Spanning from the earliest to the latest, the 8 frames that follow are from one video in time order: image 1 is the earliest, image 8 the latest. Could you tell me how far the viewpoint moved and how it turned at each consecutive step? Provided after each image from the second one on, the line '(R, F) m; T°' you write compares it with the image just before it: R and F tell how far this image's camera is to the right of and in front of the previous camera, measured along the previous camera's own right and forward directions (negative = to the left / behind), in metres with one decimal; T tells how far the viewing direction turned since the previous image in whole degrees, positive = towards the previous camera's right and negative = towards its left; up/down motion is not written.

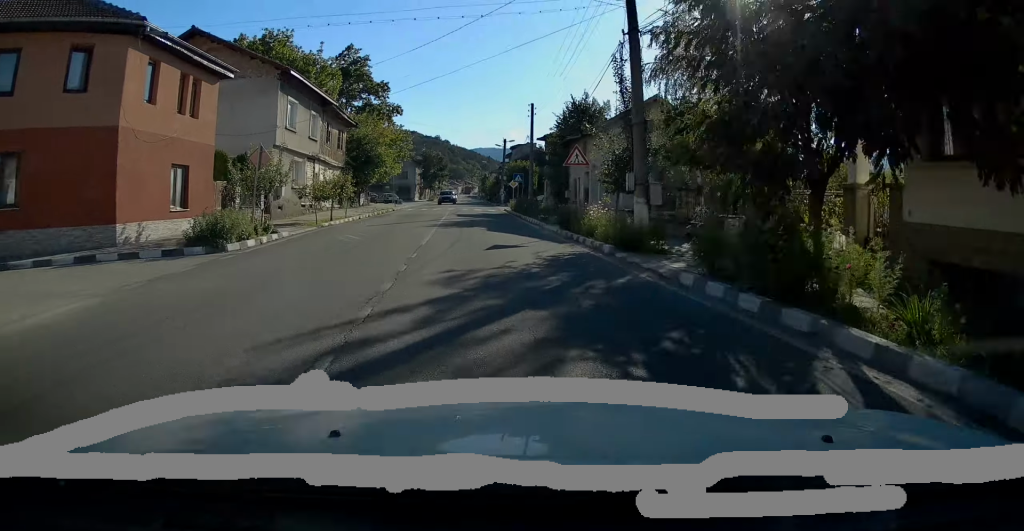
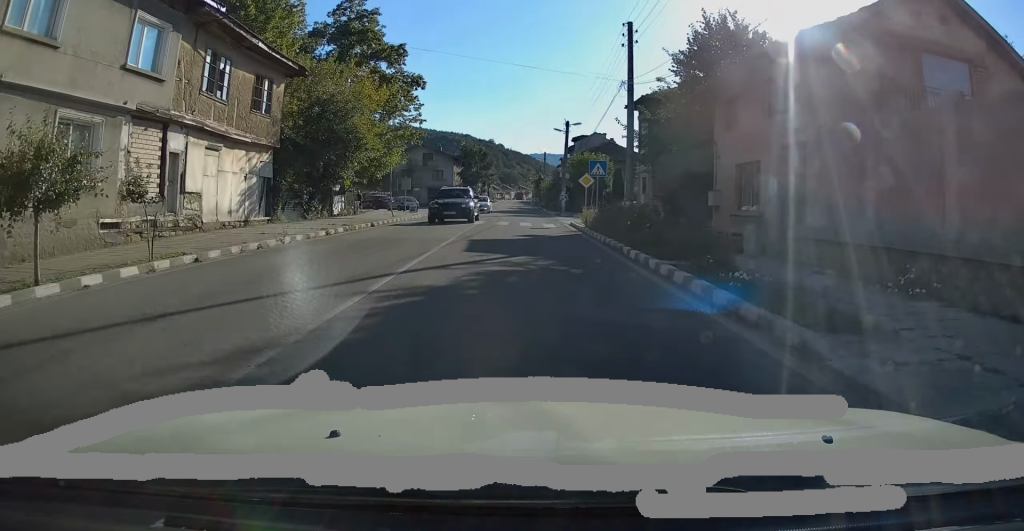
(-1.7, +20.4) m; -7°
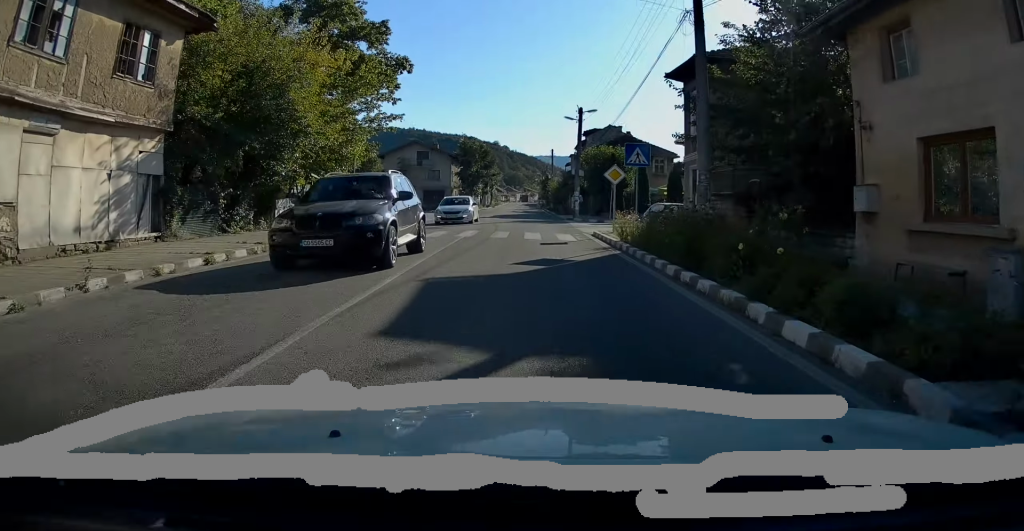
(-0.1, +8.2) m; 0°
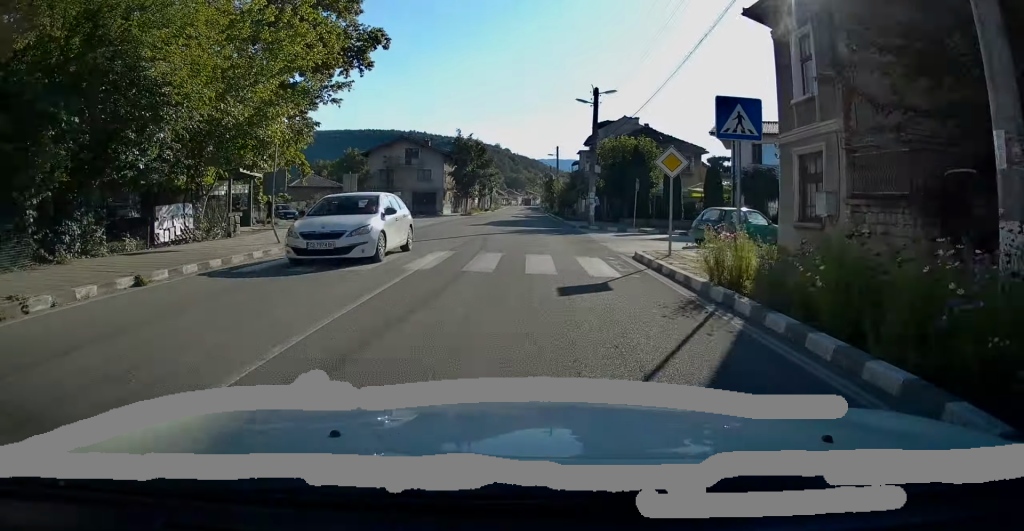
(+0.1, +8.6) m; +1°
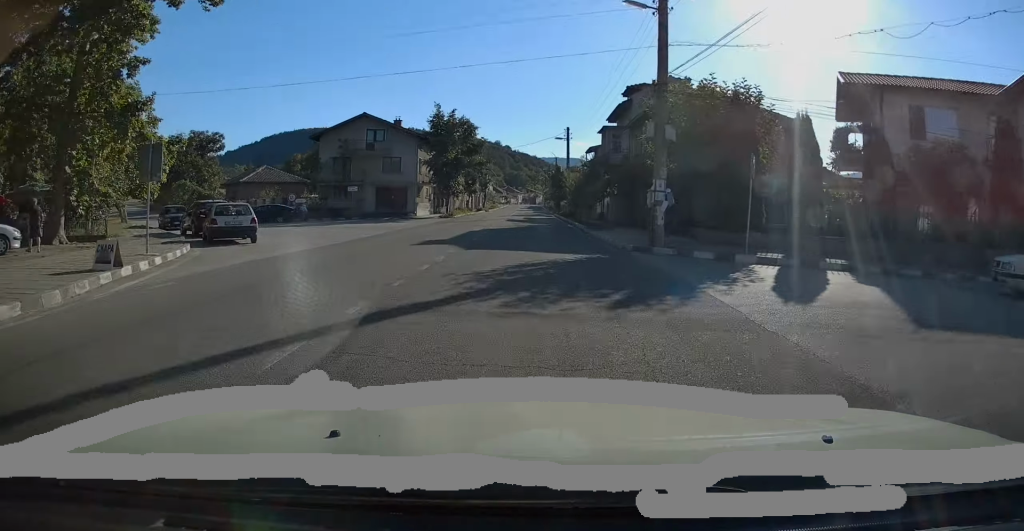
(-0.2, +16.9) m; -2°
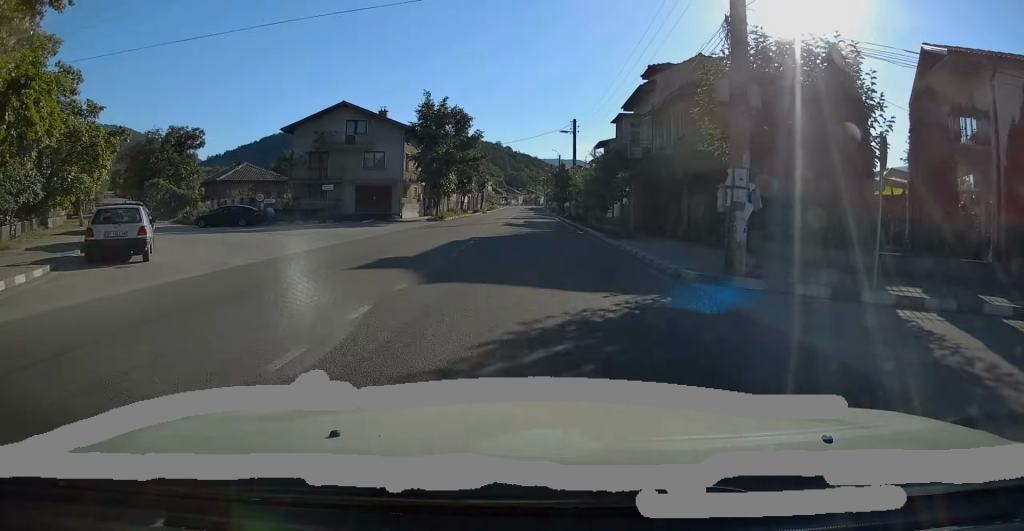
(-0.2, +6.2) m; 0°
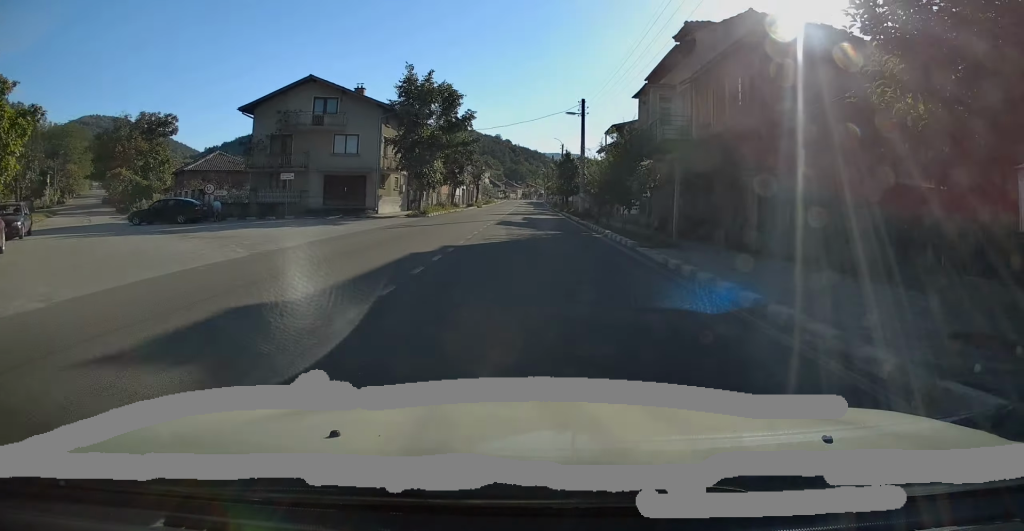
(0.0, +7.1) m; 0°
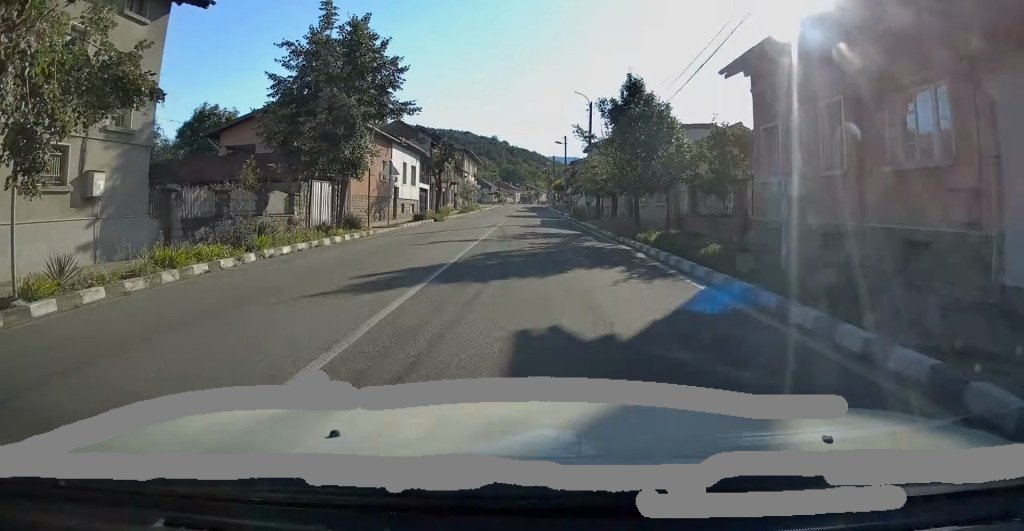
(+0.4, +32.3) m; +1°
